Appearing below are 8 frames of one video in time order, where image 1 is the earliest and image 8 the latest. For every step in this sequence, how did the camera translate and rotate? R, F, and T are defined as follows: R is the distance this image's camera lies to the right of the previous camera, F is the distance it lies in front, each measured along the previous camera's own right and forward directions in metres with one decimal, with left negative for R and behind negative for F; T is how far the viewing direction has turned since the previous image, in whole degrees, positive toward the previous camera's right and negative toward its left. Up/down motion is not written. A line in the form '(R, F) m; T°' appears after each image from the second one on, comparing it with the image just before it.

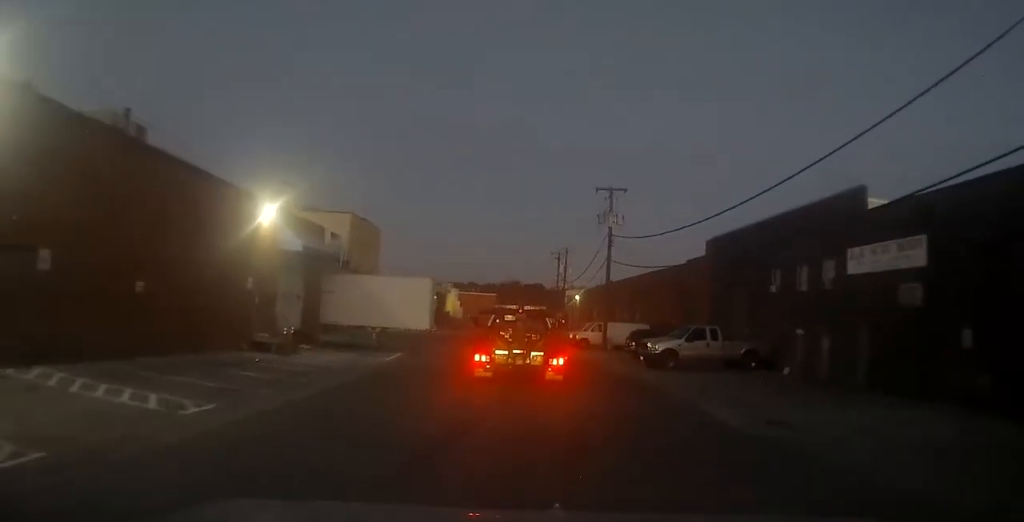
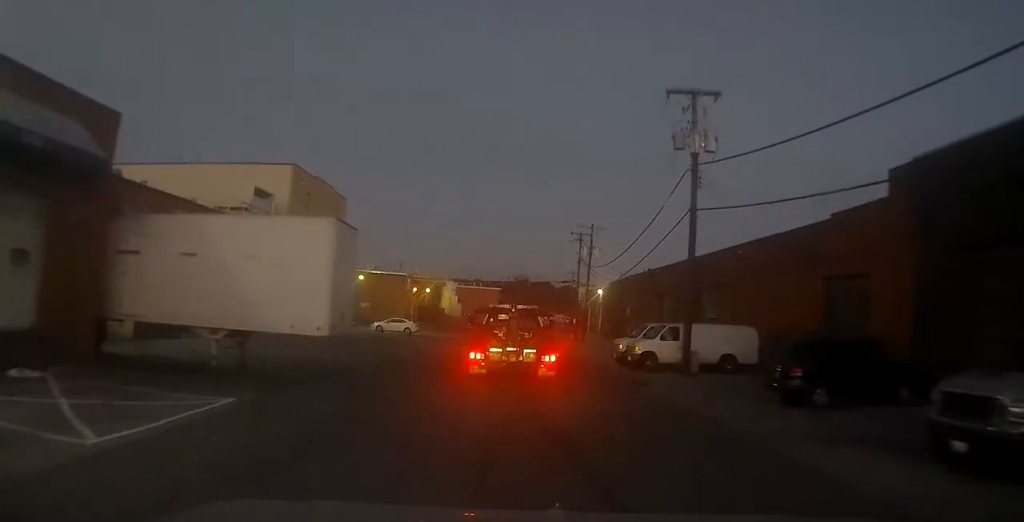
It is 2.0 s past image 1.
(-0.2, +19.4) m; -1°
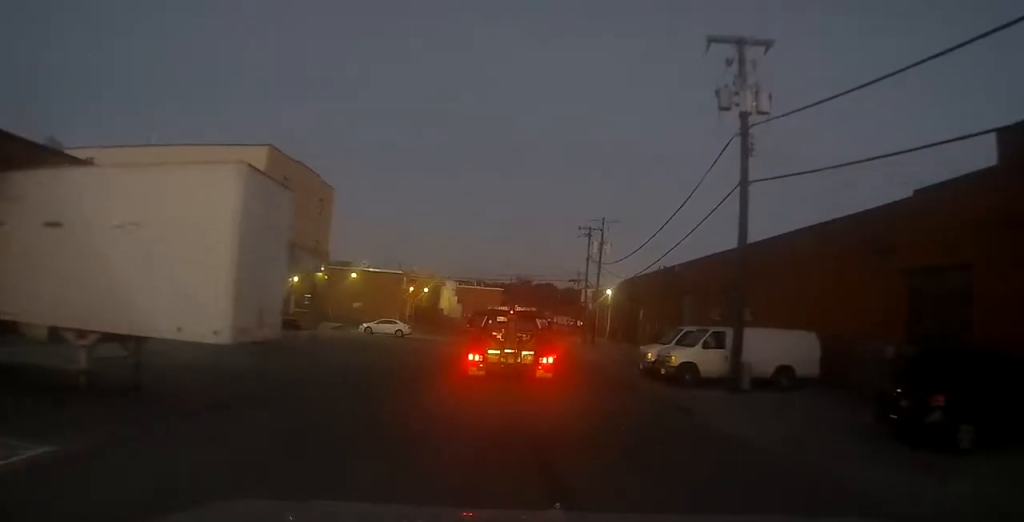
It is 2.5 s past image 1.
(0.0, +5.3) m; -1°
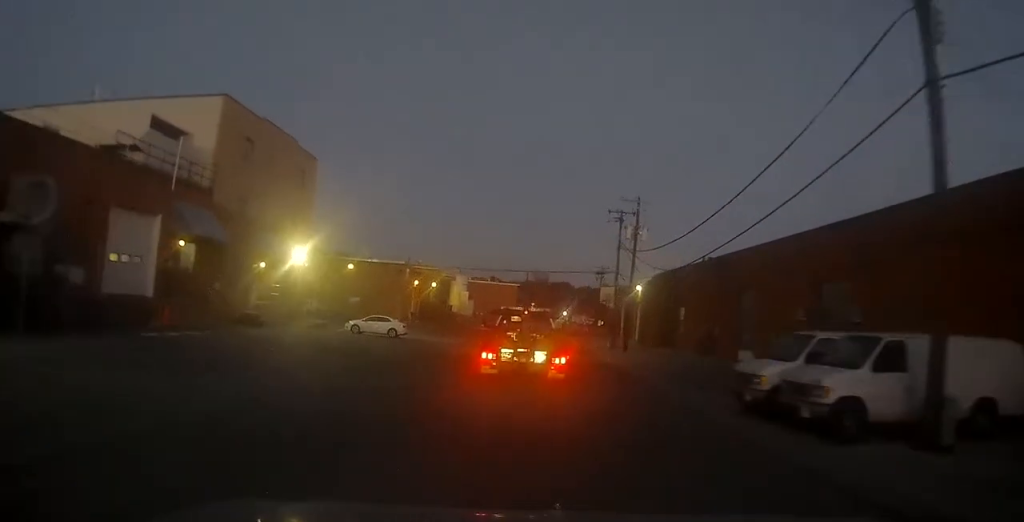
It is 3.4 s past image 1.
(-0.3, +9.1) m; -2°
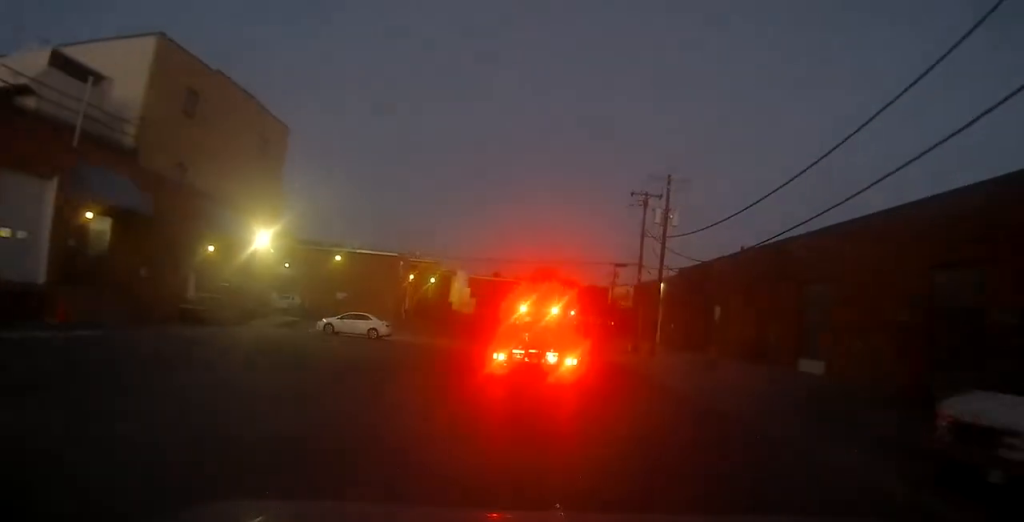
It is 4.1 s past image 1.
(0.0, +7.5) m; 0°
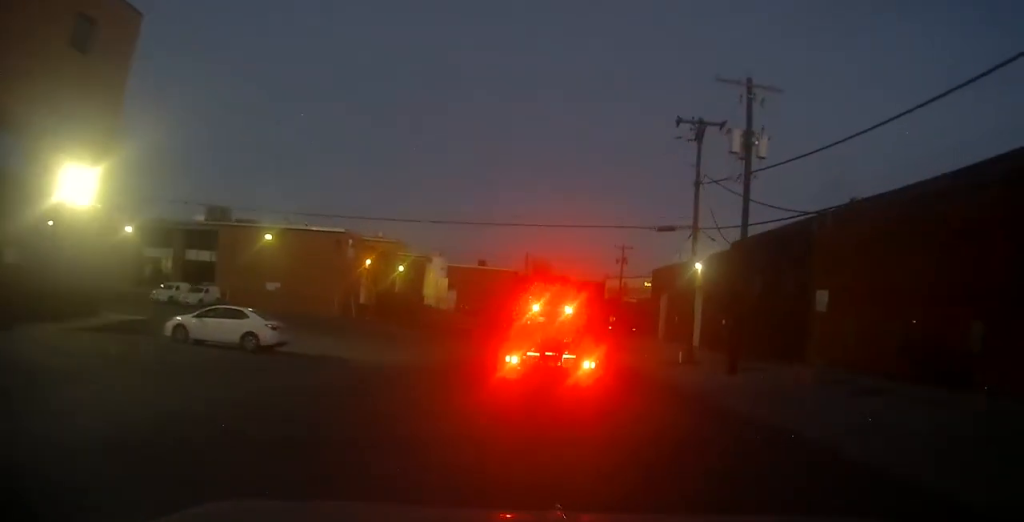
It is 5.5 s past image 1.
(0.0, +16.6) m; +1°
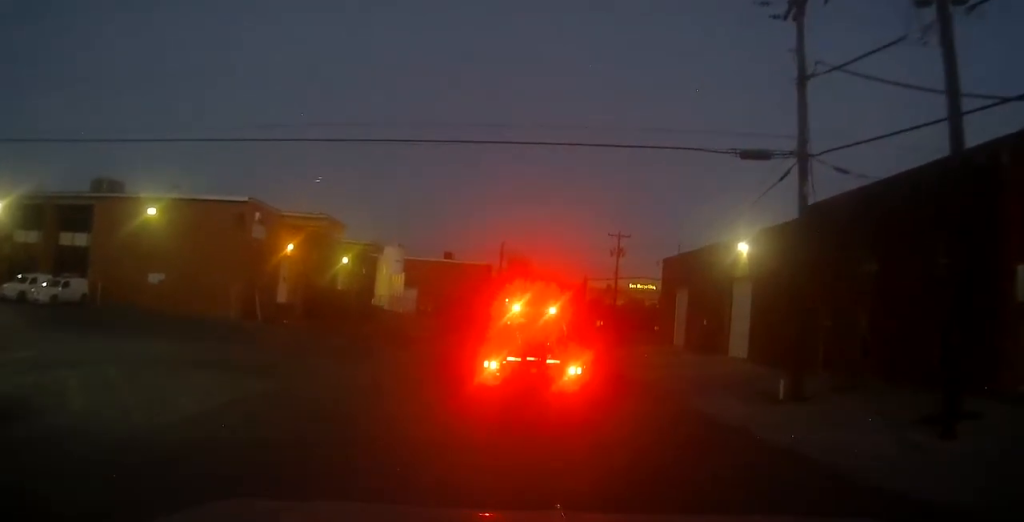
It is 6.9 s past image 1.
(+0.3, +14.6) m; +1°
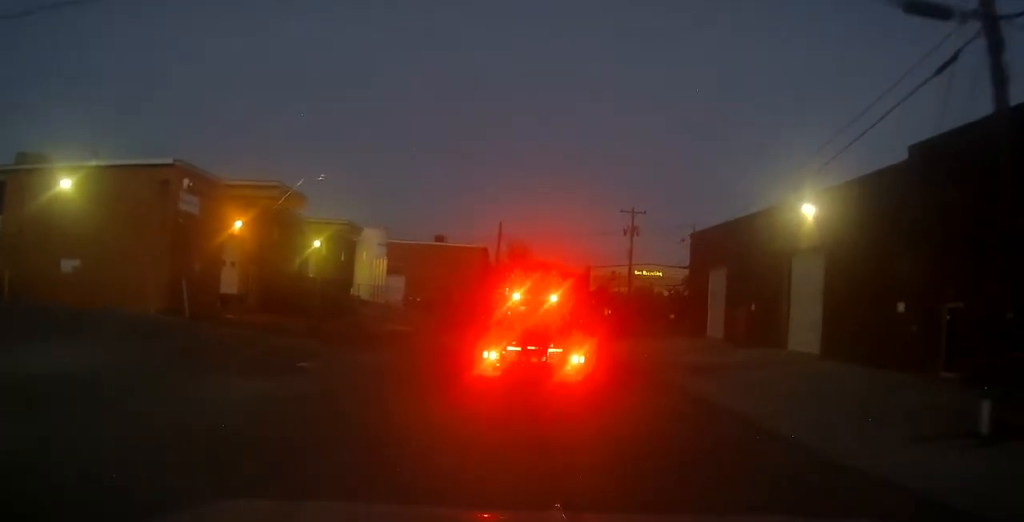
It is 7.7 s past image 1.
(0.0, +8.5) m; +1°
